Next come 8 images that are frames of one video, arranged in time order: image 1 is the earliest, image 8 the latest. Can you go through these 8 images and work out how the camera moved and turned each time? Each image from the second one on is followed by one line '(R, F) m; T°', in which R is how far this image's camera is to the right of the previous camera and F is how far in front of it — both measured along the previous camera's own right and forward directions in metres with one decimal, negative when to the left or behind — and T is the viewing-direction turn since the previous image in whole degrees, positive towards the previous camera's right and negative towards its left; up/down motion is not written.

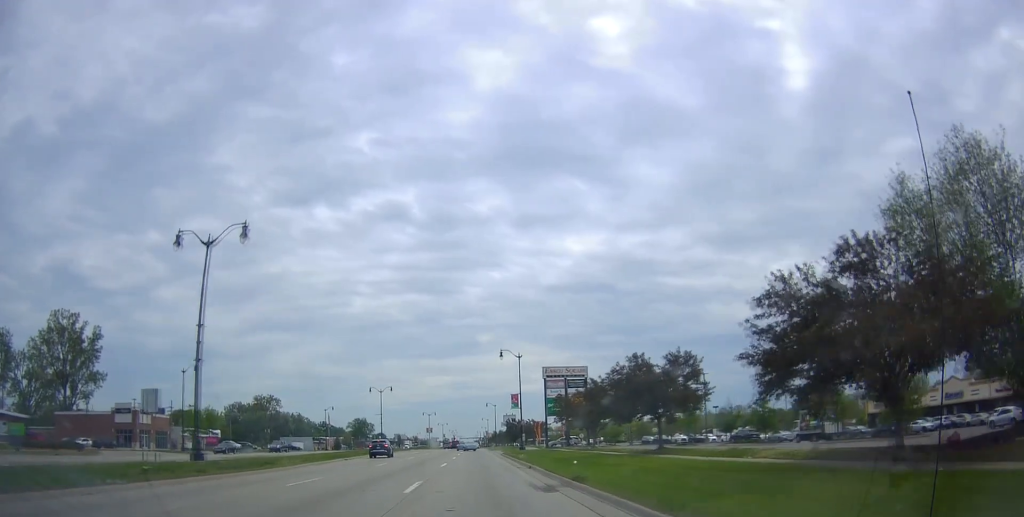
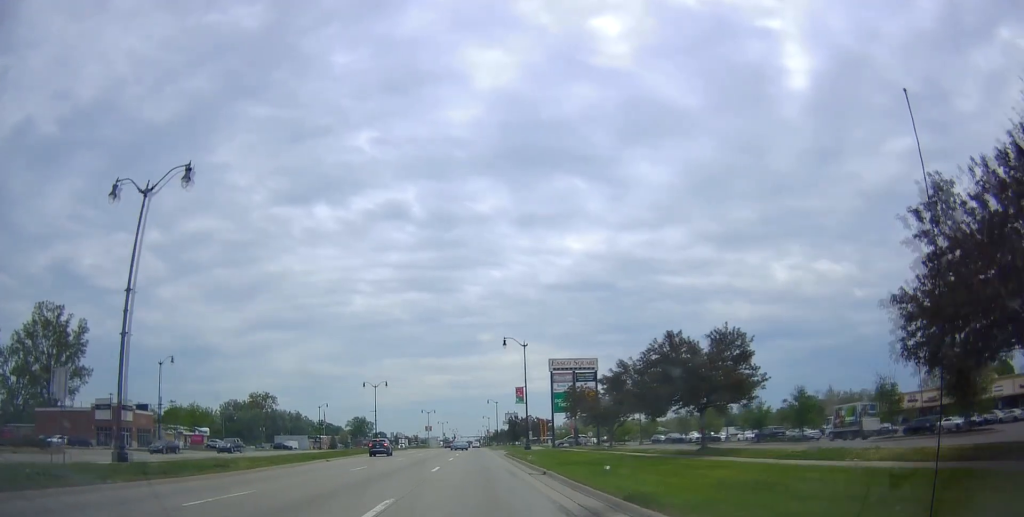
(+0.2, +6.4) m; +1°
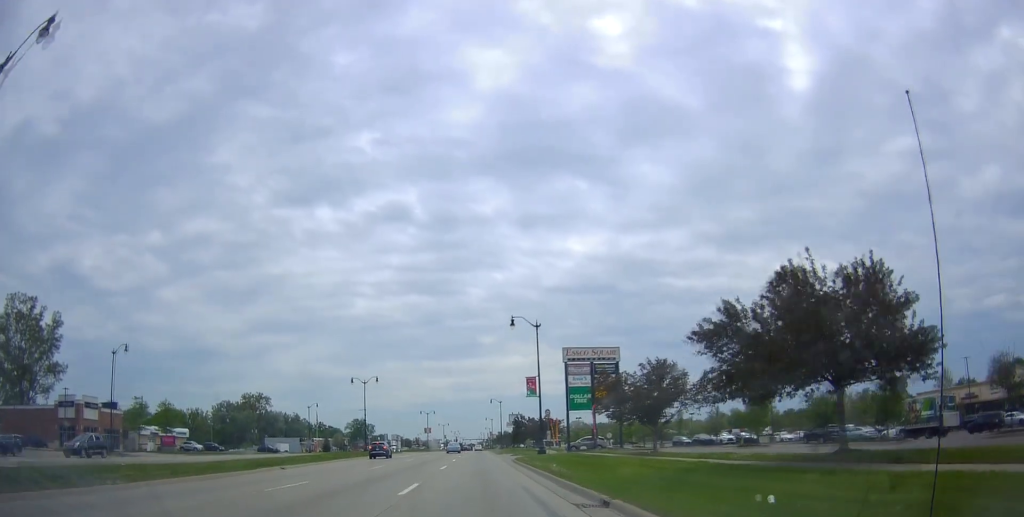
(0.0, +10.8) m; 0°
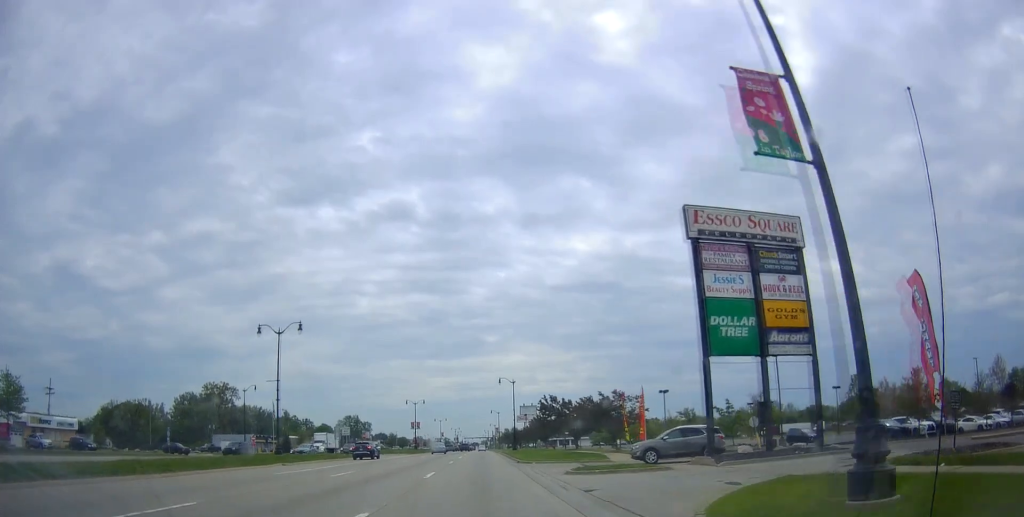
(0.0, +39.2) m; -2°
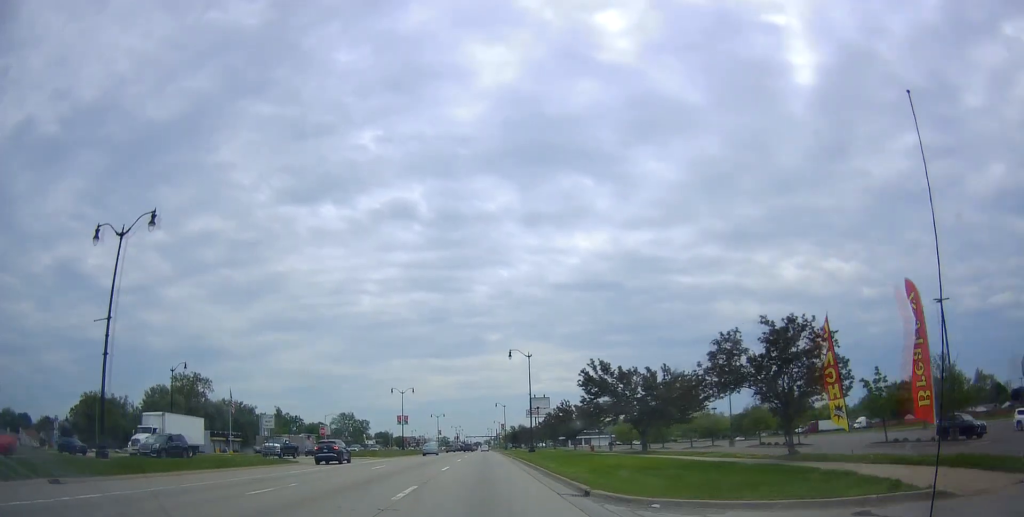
(-0.1, +25.1) m; +1°
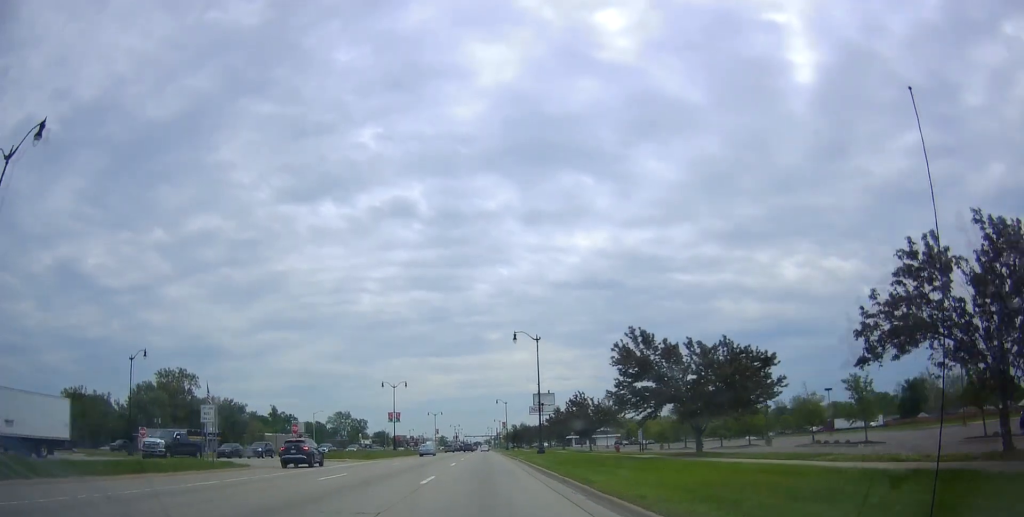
(+0.1, +9.8) m; +1°
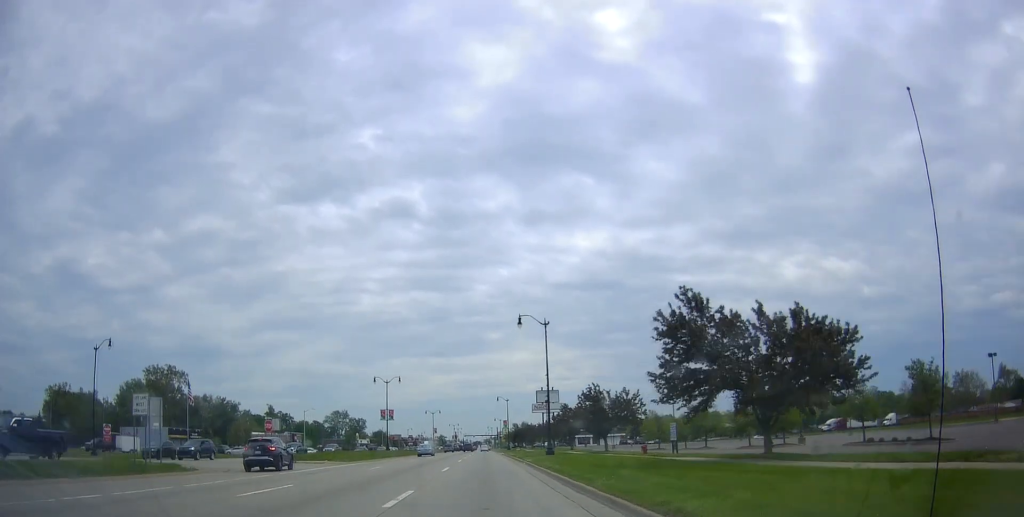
(0.0, +7.2) m; 0°
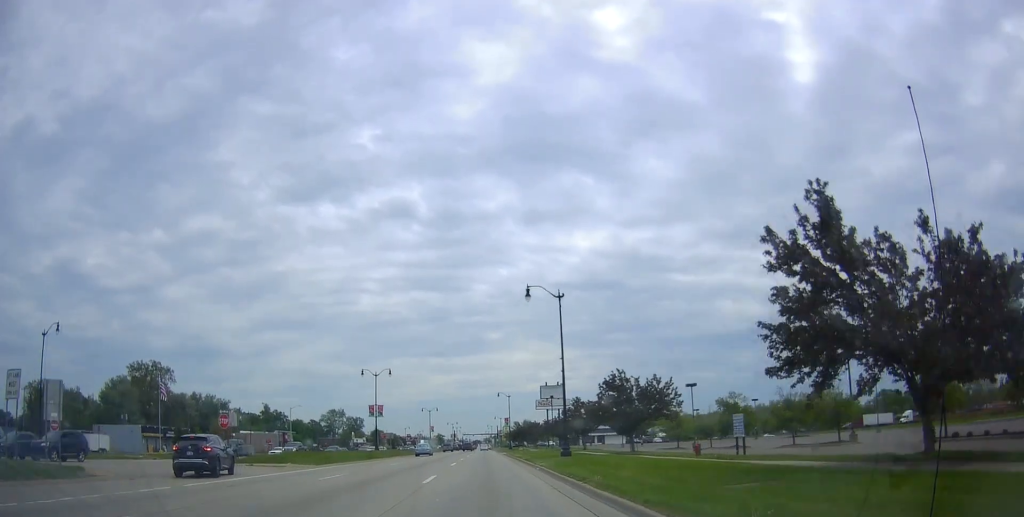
(0.0, +9.0) m; 0°
